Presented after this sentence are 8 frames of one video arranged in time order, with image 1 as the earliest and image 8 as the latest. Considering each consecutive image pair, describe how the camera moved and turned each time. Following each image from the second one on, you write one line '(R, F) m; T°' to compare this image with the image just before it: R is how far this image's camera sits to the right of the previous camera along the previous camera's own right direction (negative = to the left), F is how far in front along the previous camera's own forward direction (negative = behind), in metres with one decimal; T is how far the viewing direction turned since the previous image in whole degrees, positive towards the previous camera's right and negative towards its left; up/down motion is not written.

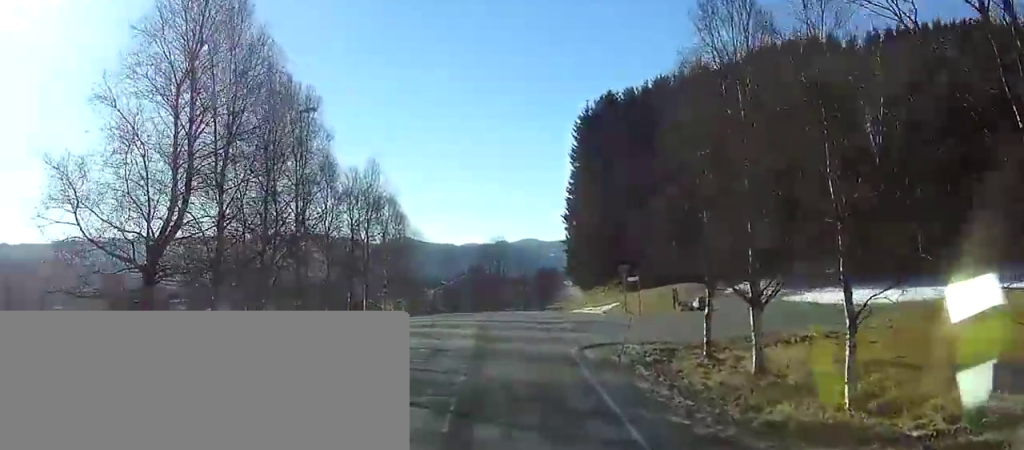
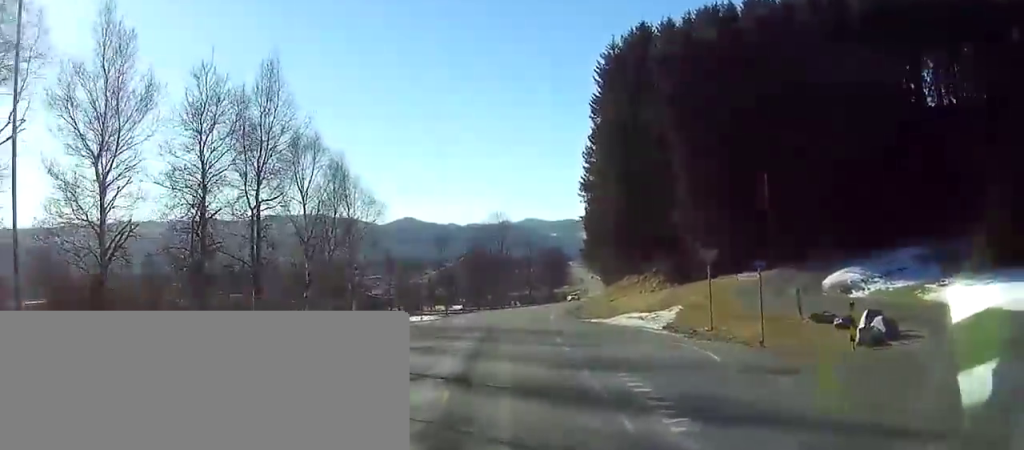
(-0.2, +28.9) m; 0°
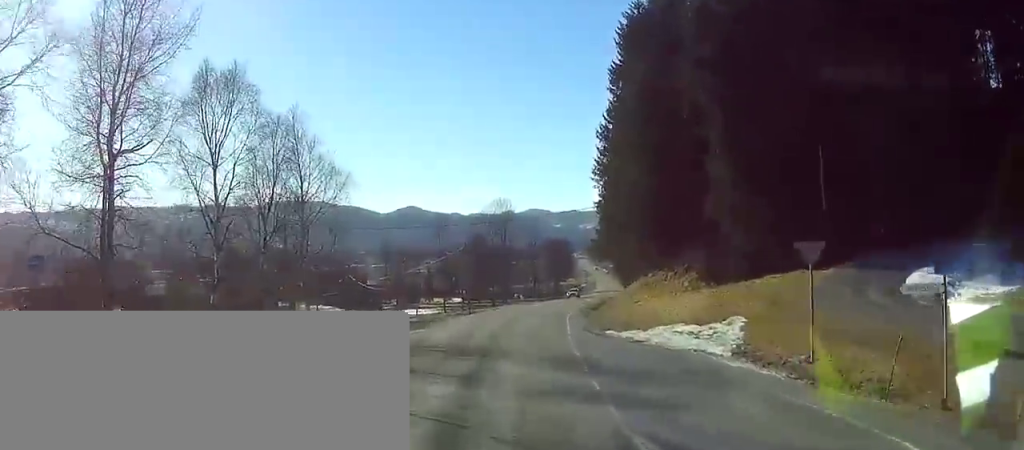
(0.0, +14.1) m; 0°
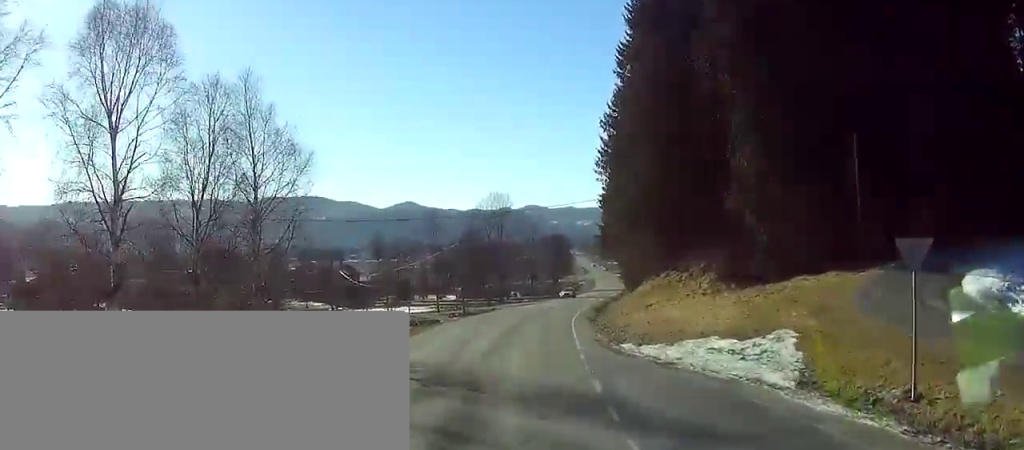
(+0.1, +7.7) m; 0°
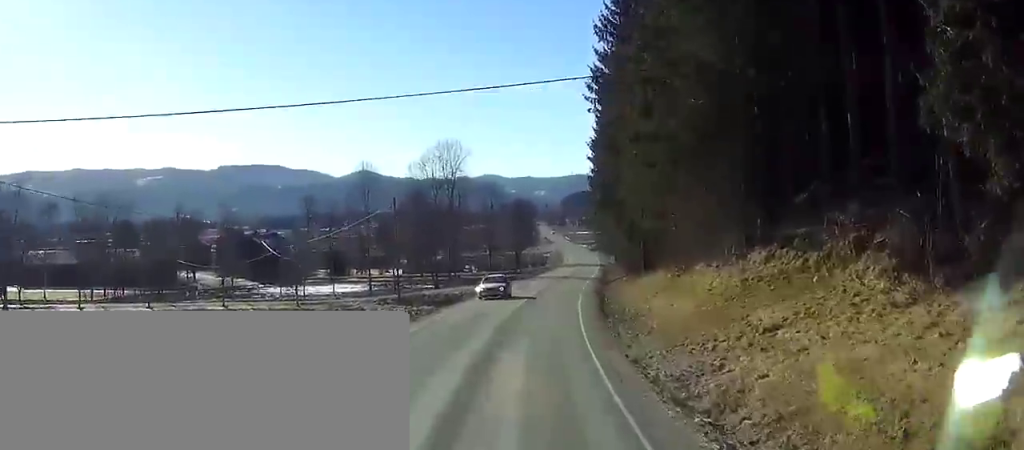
(+0.4, +35.3) m; +1°
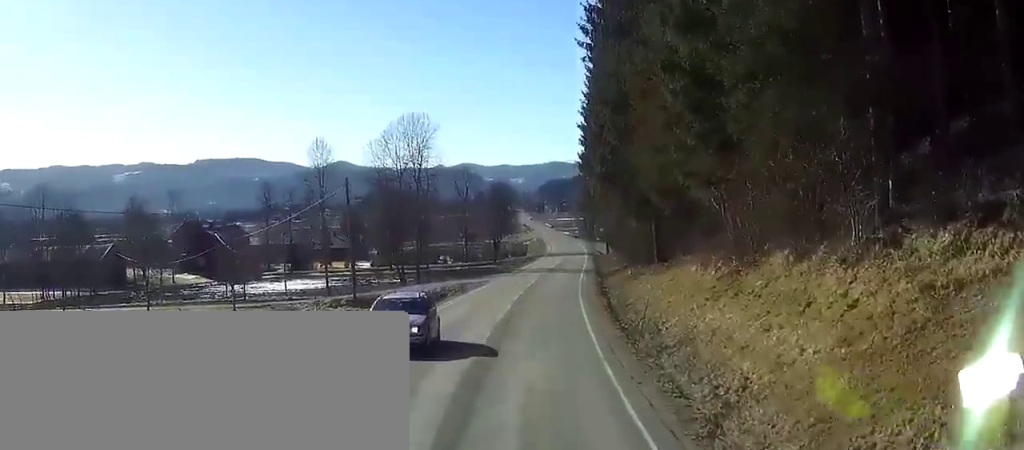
(+0.1, +16.7) m; +1°
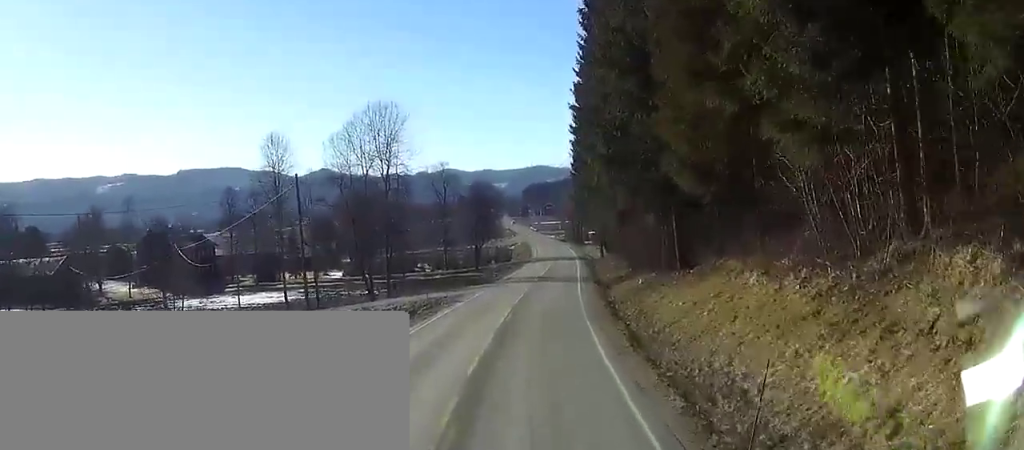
(+0.1, +13.5) m; +1°
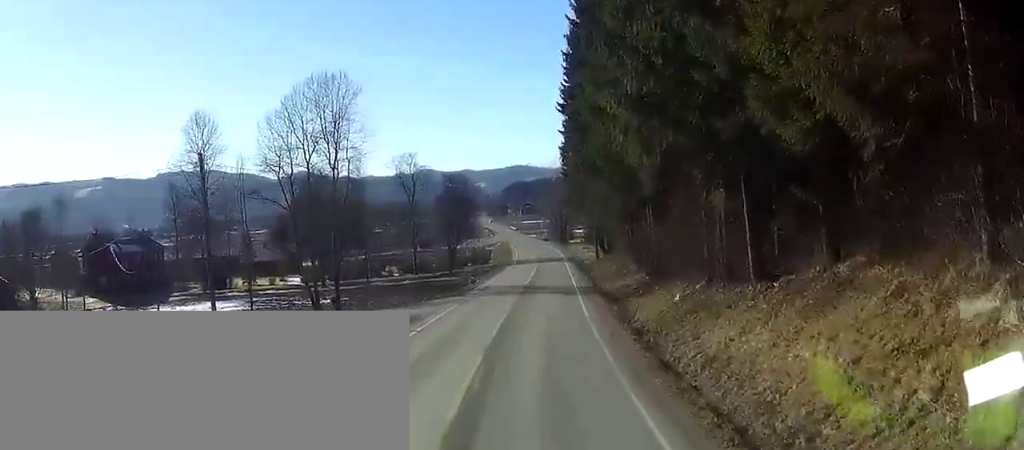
(+0.4, +18.0) m; +1°
